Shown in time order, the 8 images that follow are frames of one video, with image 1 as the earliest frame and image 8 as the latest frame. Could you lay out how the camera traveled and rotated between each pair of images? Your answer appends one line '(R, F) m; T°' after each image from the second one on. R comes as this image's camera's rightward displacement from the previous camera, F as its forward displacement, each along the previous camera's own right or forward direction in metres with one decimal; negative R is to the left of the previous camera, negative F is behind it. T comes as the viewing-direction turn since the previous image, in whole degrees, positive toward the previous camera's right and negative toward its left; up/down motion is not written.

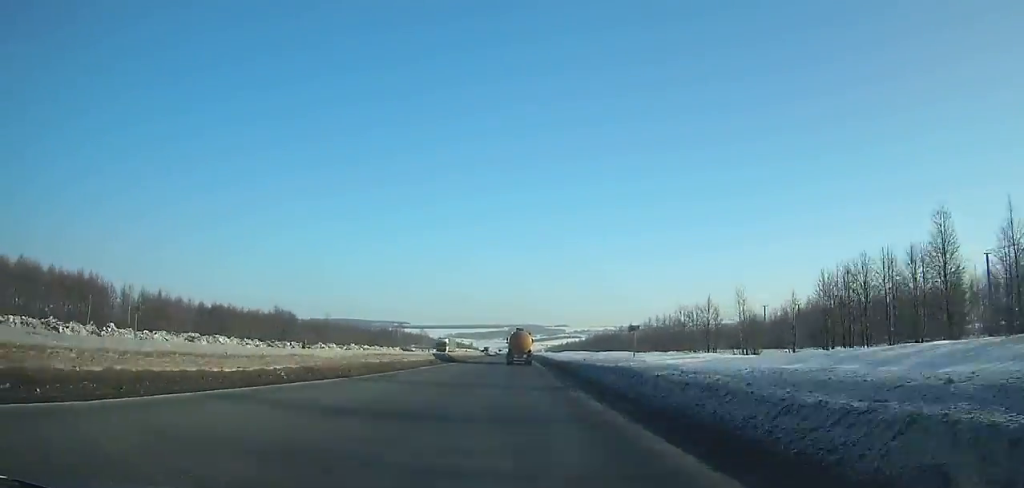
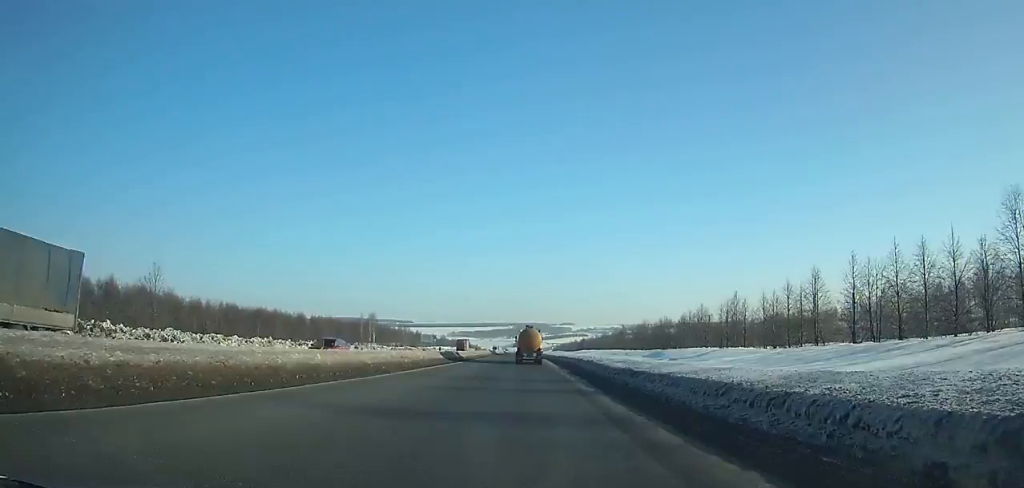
(-0.2, +72.6) m; 0°
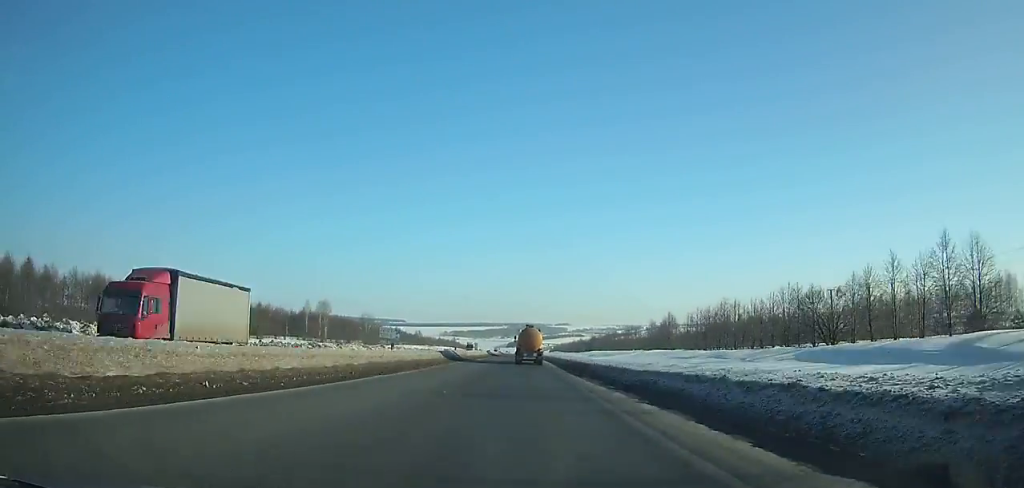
(+0.1, +59.4) m; 0°
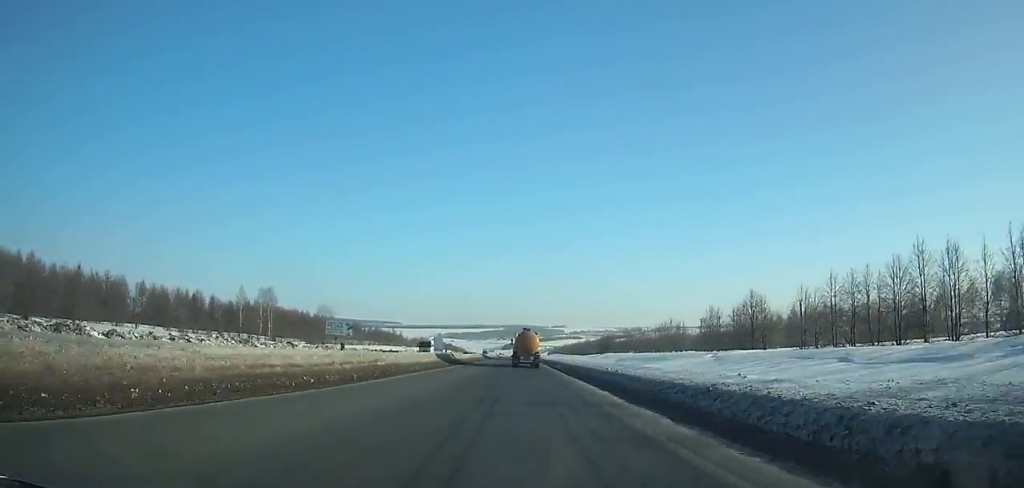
(+0.1, +45.5) m; 0°
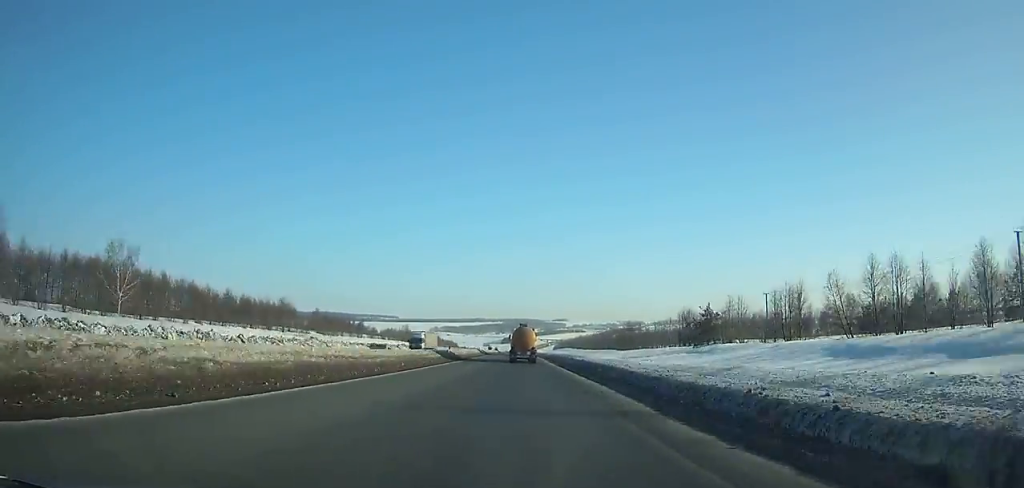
(-0.2, +96.9) m; 0°
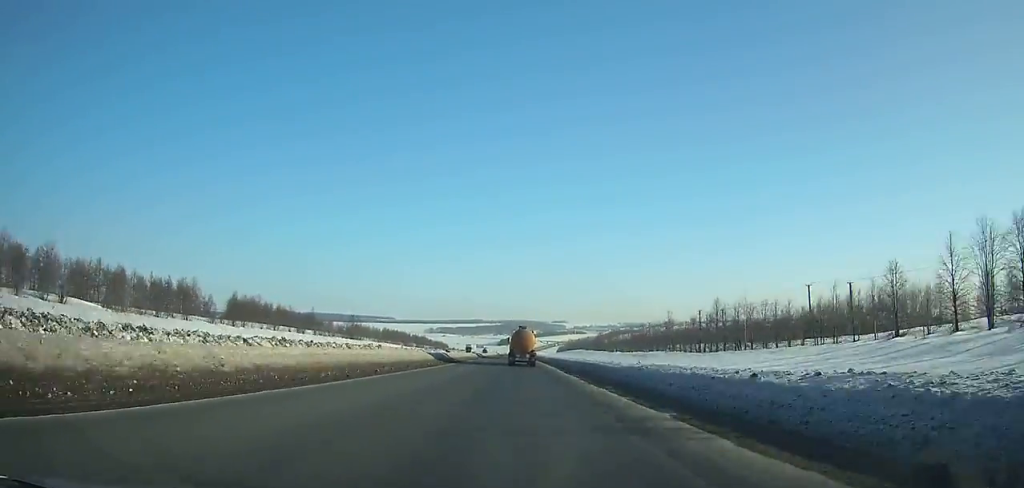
(+0.2, +72.2) m; 0°
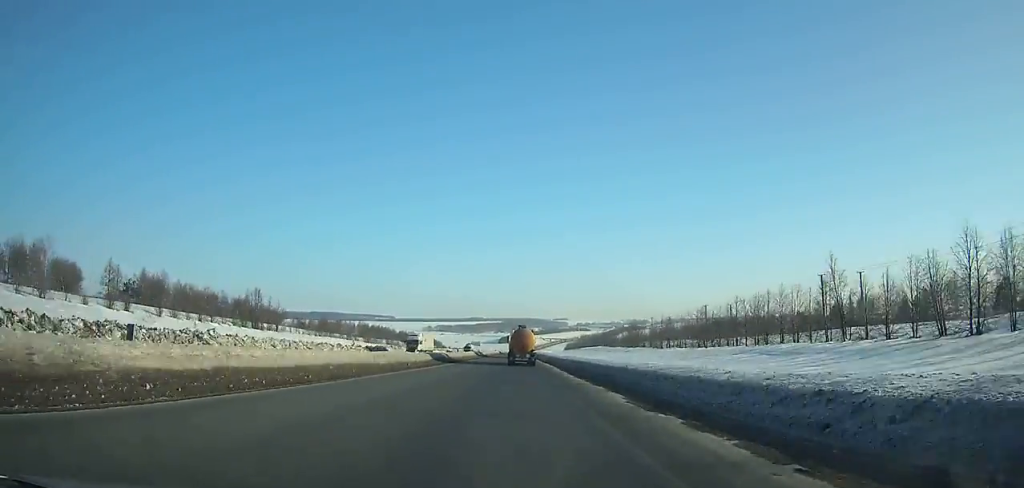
(0.0, +59.4) m; 0°
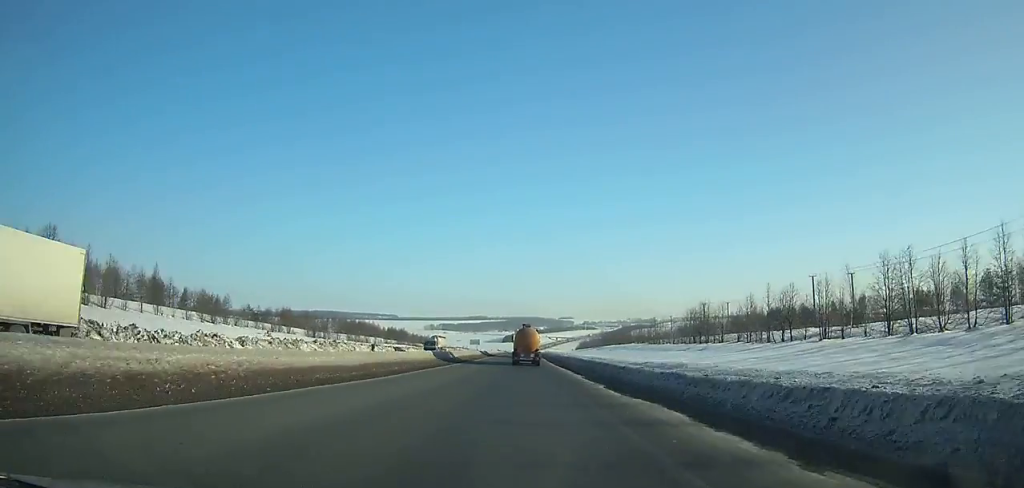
(-0.2, +50.6) m; 0°
